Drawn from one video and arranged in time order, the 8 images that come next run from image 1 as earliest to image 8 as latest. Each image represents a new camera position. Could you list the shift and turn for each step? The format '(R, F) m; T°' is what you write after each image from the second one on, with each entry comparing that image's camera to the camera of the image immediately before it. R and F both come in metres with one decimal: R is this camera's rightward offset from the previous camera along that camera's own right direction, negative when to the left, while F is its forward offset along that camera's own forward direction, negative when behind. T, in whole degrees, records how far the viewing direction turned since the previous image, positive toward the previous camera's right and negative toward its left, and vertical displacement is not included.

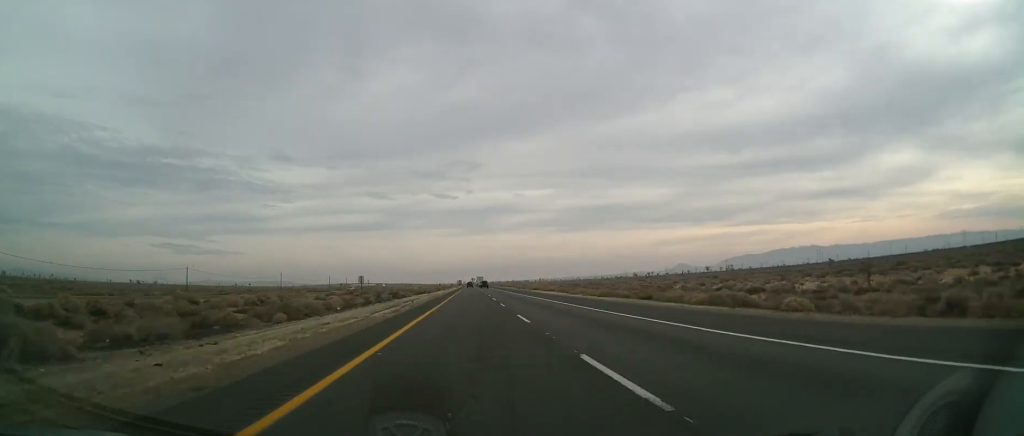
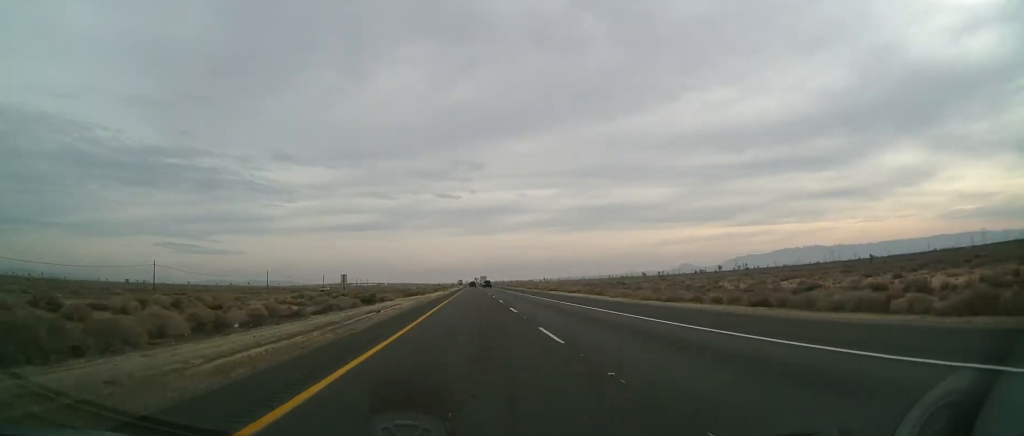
(-0.1, +22.0) m; 0°
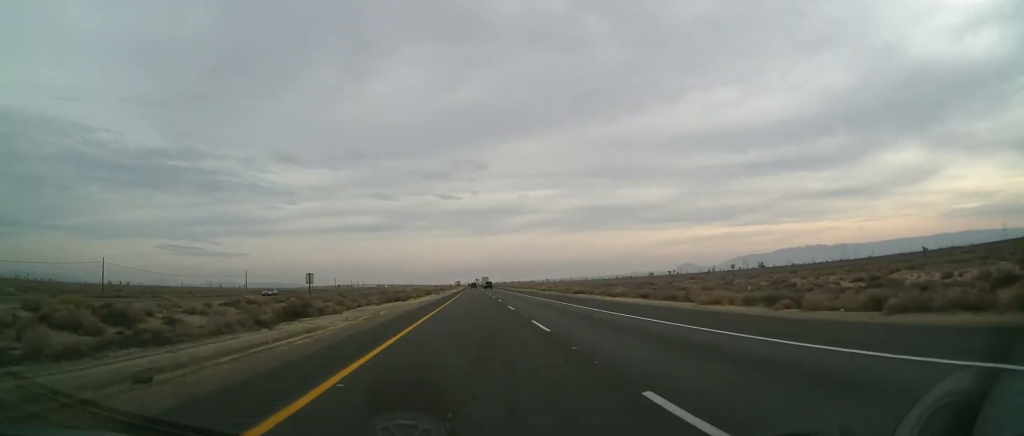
(-0.4, +25.4) m; 0°
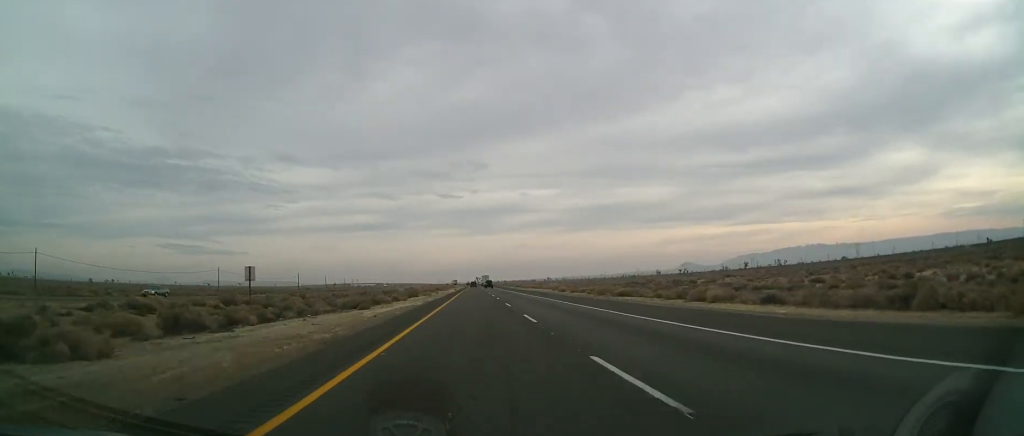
(+0.4, +25.4) m; +1°
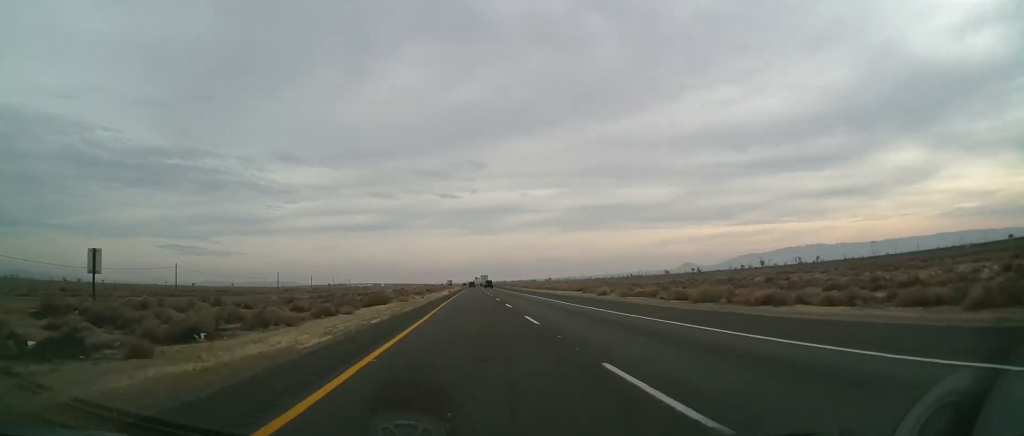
(+0.1, +30.1) m; 0°
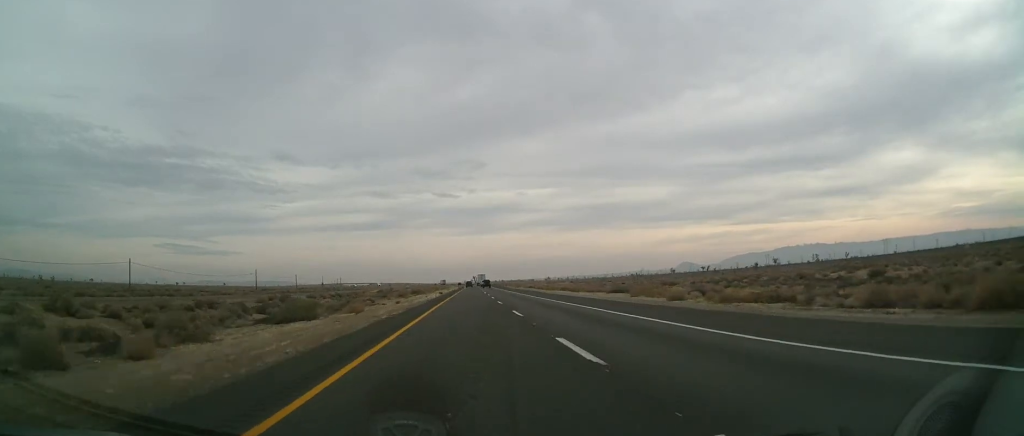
(-0.1, +24.4) m; 0°
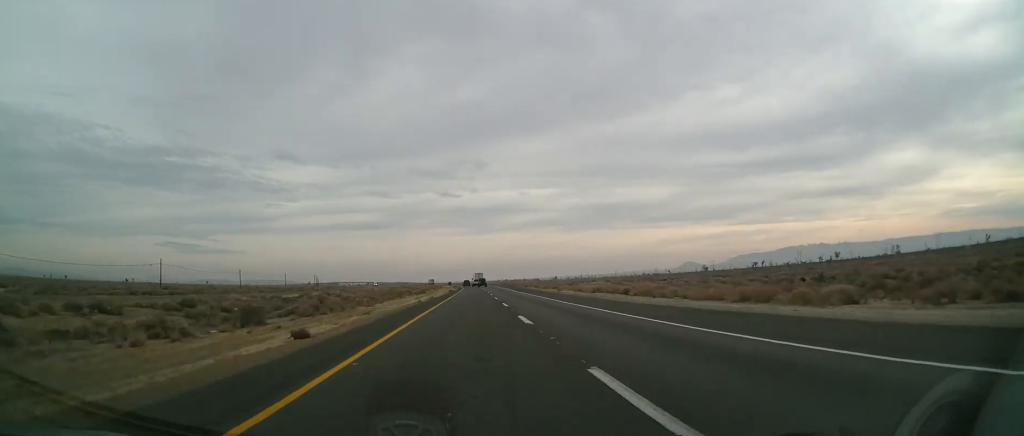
(+0.5, +78.0) m; +1°
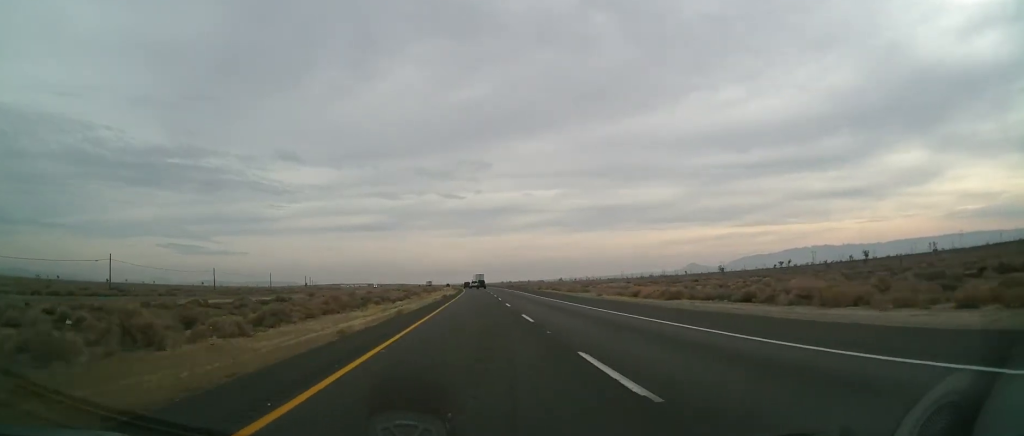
(-0.1, +26.7) m; 0°
